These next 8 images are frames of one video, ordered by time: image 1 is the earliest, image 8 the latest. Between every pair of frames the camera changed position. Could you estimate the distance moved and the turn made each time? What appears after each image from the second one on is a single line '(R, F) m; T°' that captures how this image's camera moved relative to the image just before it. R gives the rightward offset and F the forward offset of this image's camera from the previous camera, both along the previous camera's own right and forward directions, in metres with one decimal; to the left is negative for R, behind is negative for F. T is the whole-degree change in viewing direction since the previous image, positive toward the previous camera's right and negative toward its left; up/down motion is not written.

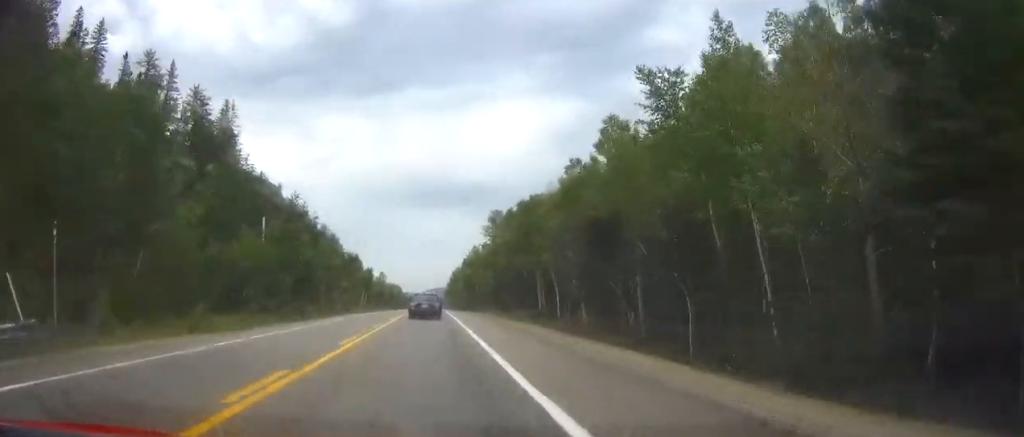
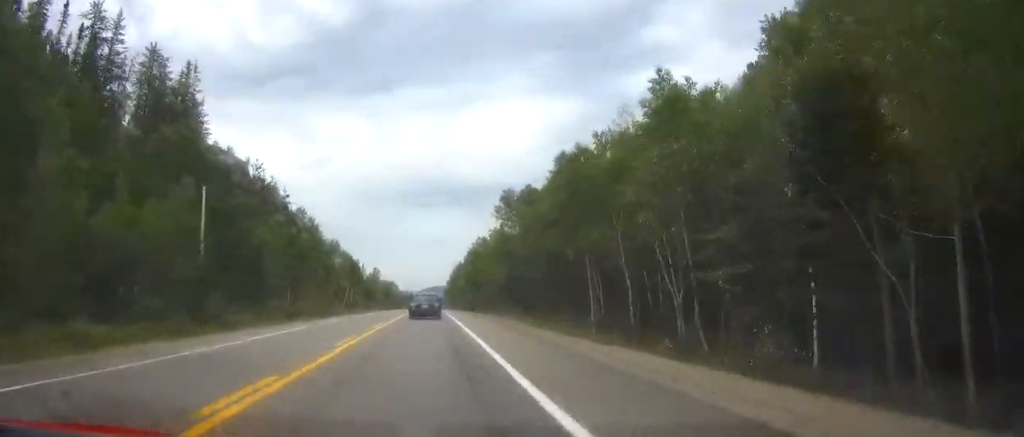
(0.0, +18.8) m; 0°
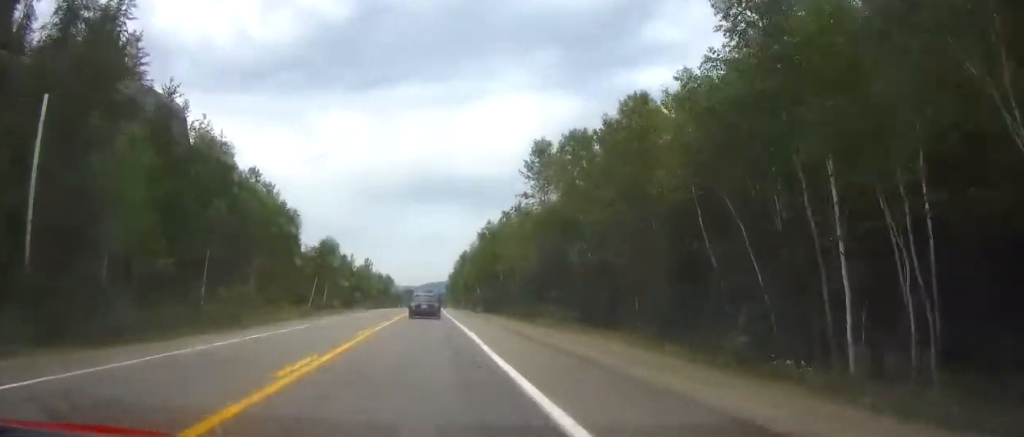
(0.0, +24.4) m; 0°
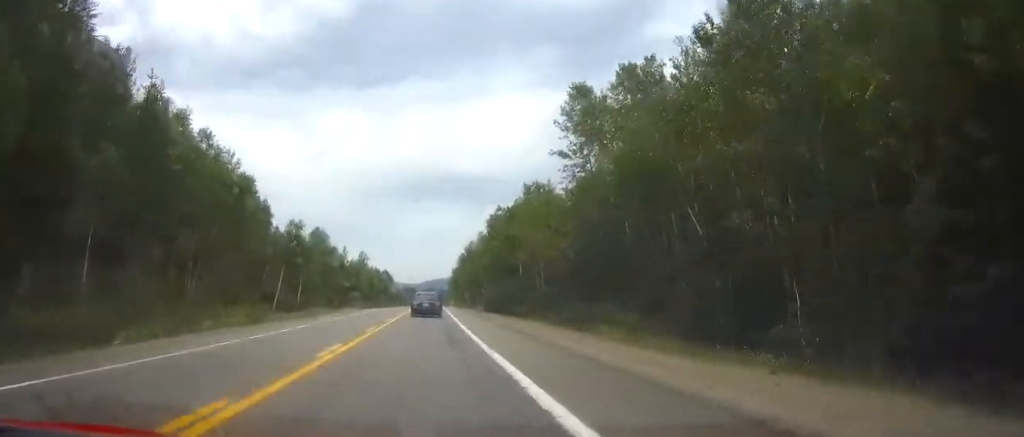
(0.0, +15.1) m; 0°
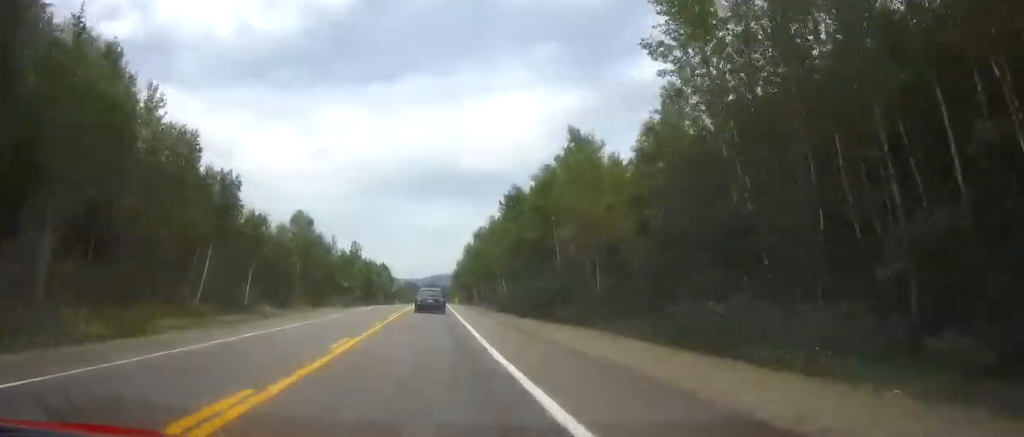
(0.0, +17.0) m; 0°
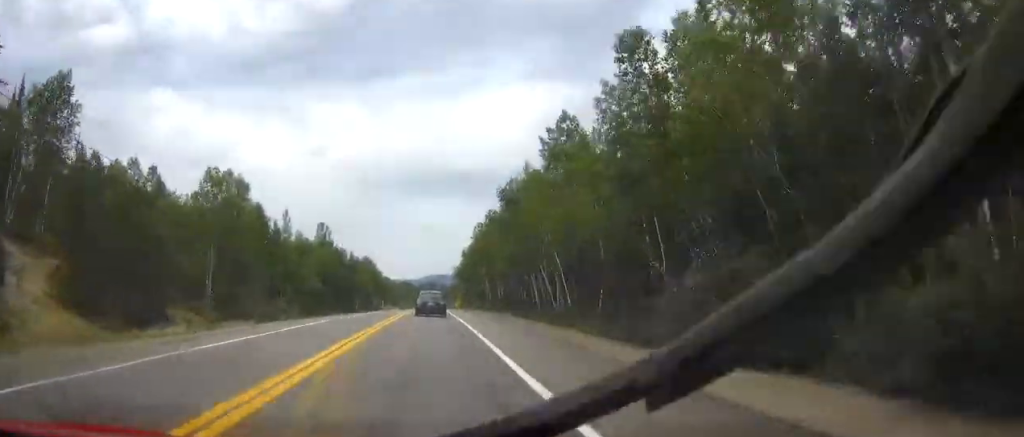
(0.0, +34.9) m; 0°
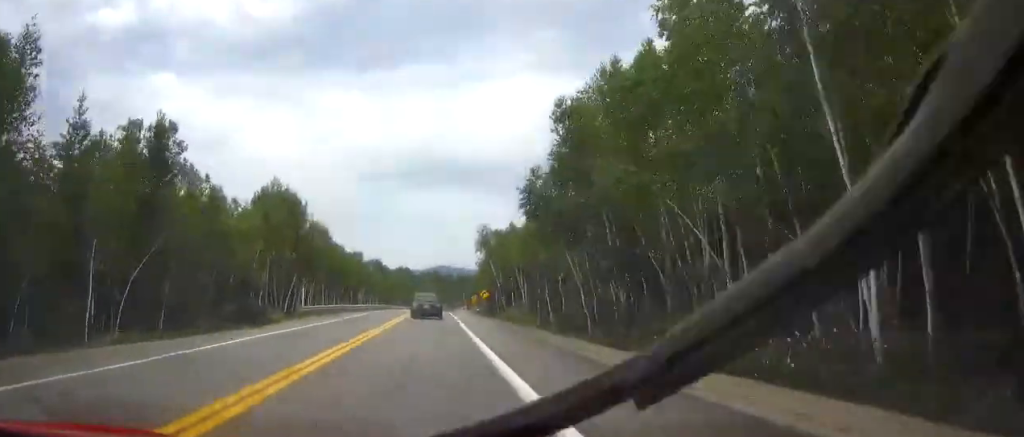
(+0.1, +77.0) m; 0°
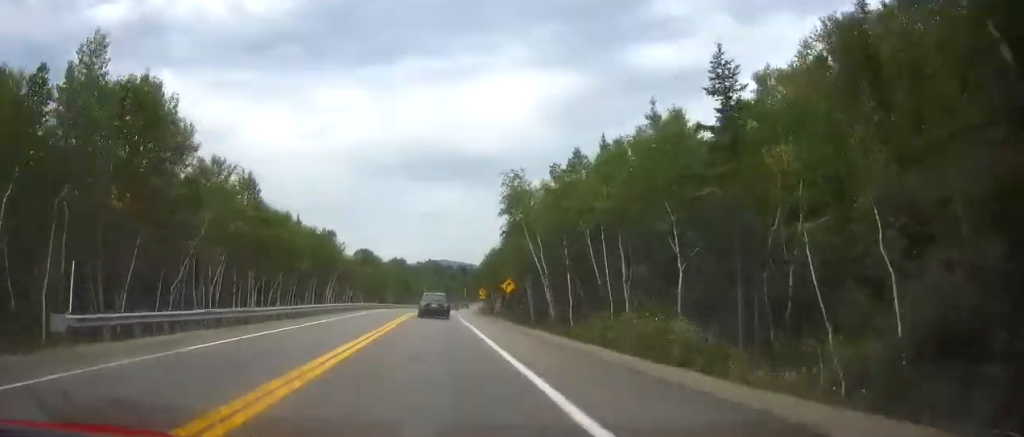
(0.0, +30.7) m; 0°
